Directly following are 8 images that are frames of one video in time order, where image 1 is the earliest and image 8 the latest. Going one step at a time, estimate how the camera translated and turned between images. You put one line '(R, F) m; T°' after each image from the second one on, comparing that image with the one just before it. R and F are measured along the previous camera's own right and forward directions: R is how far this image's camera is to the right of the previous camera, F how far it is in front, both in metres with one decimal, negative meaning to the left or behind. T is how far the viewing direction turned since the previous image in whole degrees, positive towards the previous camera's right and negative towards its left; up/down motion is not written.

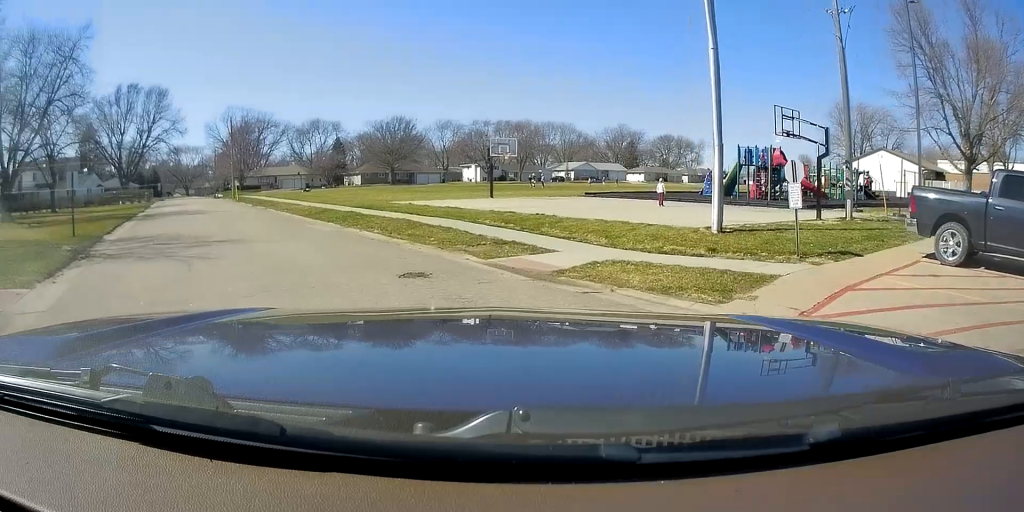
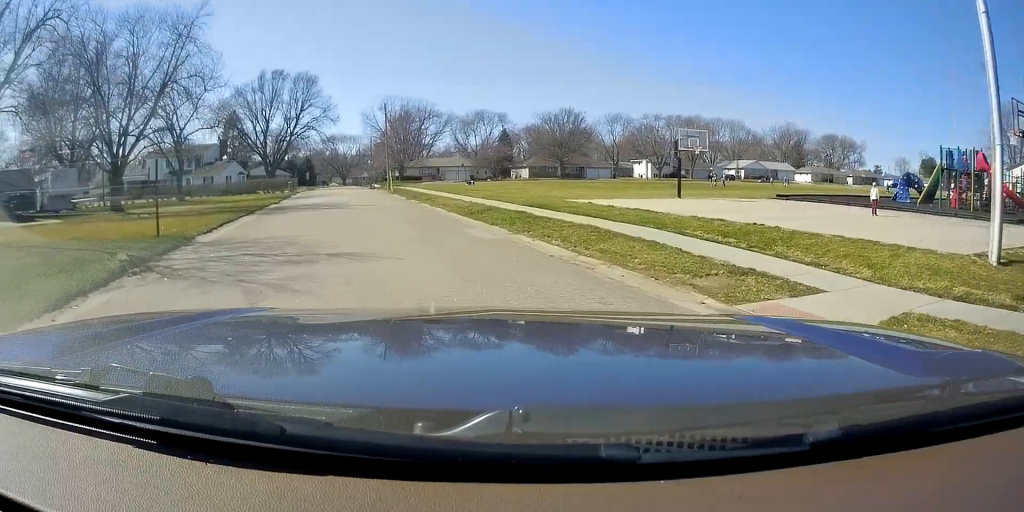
(-0.3, +4.3) m; -12°
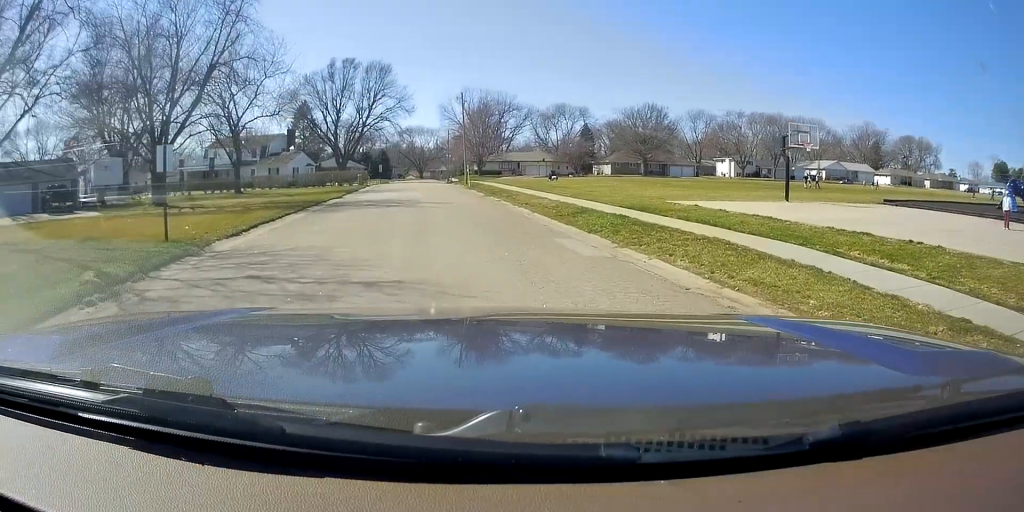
(-0.5, +3.5) m; -9°
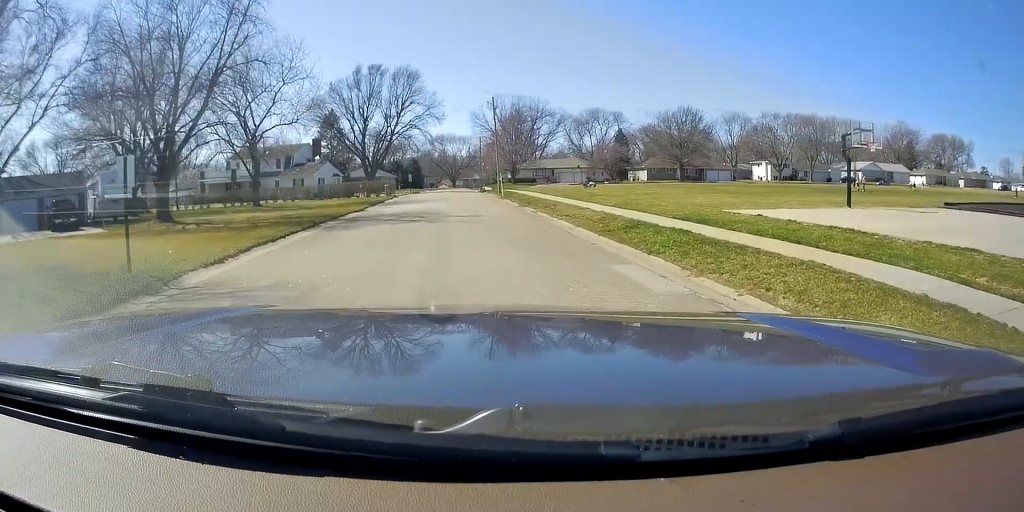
(0.0, +2.6) m; -6°
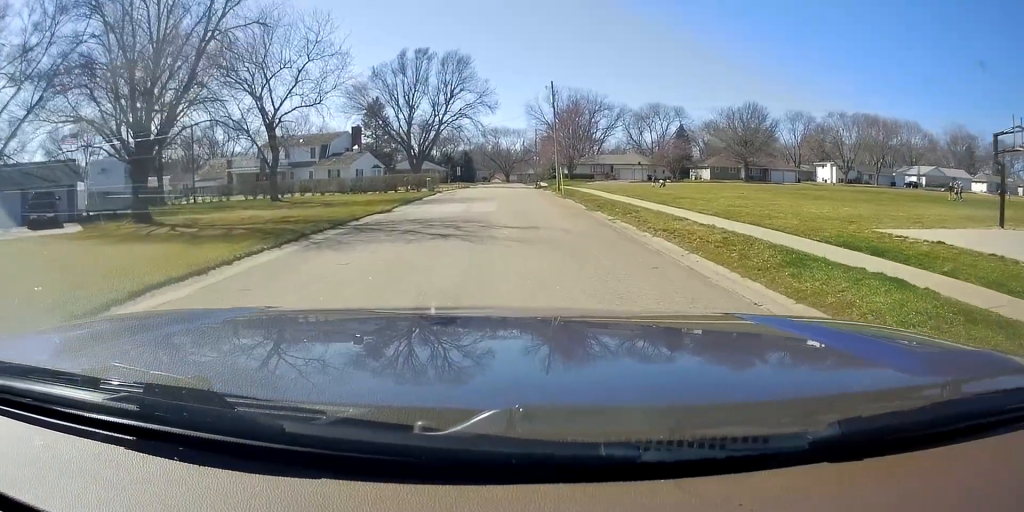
(-0.6, +6.7) m; -2°
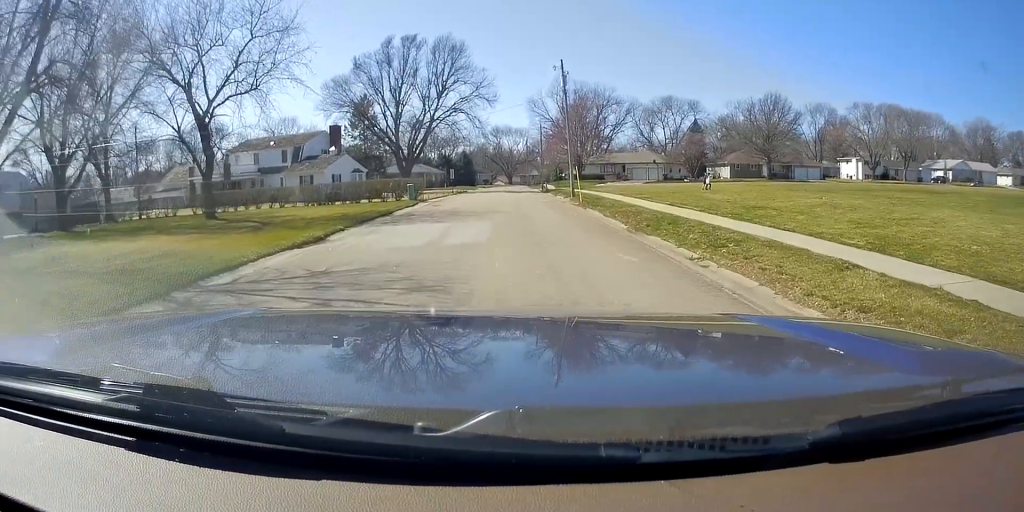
(+0.2, +10.2) m; -2°
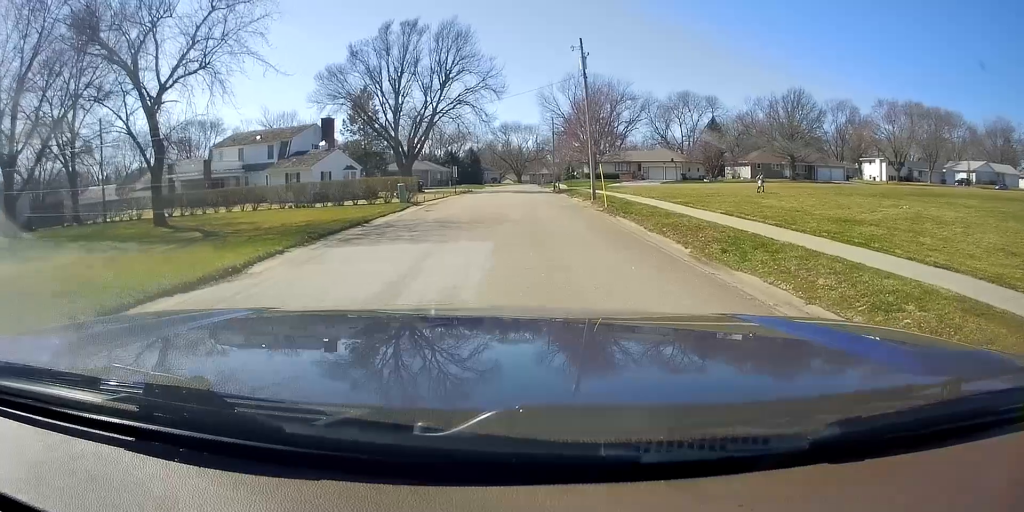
(-0.2, +6.2) m; -1°
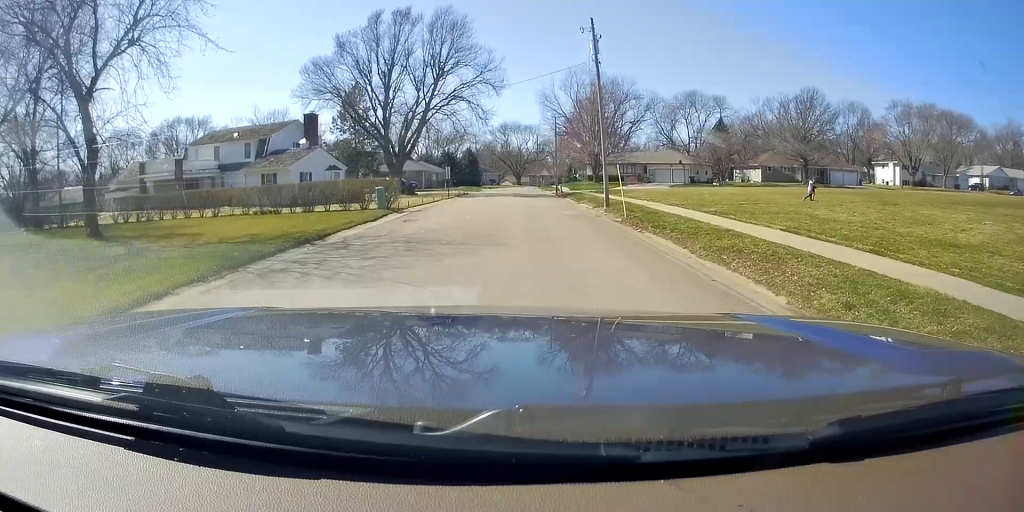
(-0.1, +5.0) m; +3°
